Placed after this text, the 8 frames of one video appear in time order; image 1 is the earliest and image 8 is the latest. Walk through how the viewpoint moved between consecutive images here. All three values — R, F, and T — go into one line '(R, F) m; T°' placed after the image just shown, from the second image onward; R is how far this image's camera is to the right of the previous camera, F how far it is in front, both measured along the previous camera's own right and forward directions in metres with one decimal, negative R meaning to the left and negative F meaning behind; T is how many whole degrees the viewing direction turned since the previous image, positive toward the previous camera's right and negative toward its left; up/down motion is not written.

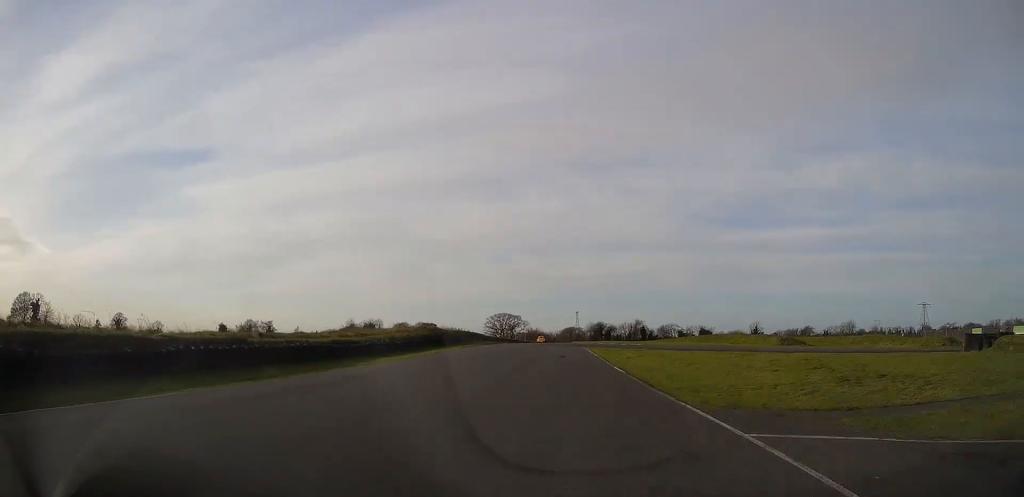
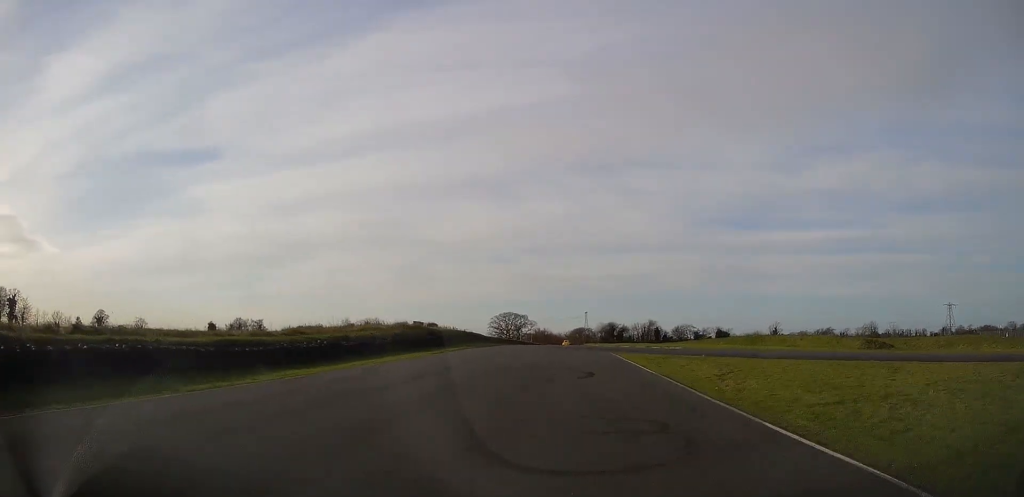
(+0.1, +15.9) m; 0°
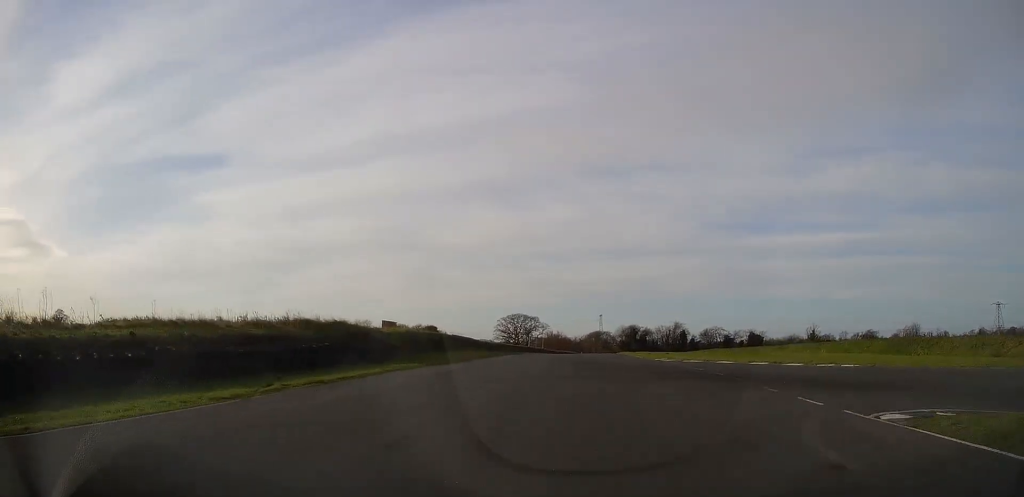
(-0.6, +28.7) m; -2°
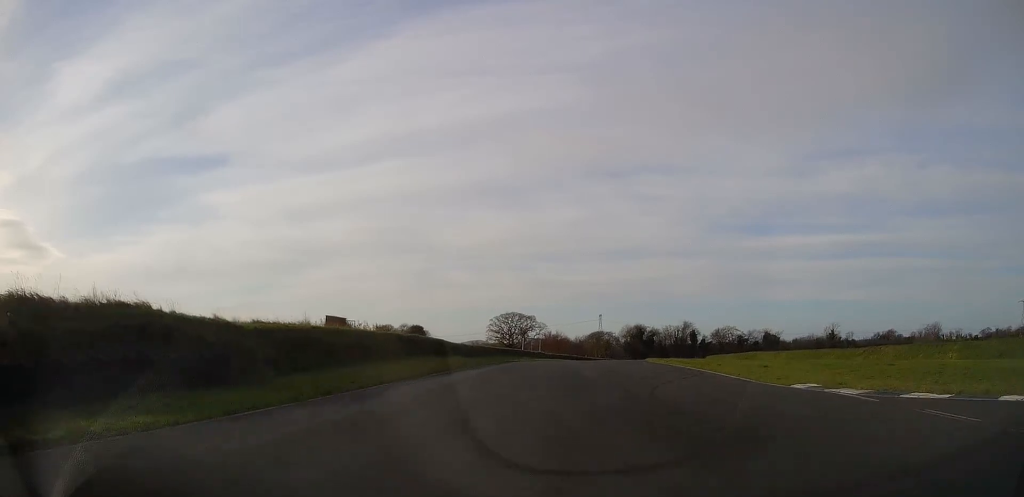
(-0.3, +20.3) m; 0°
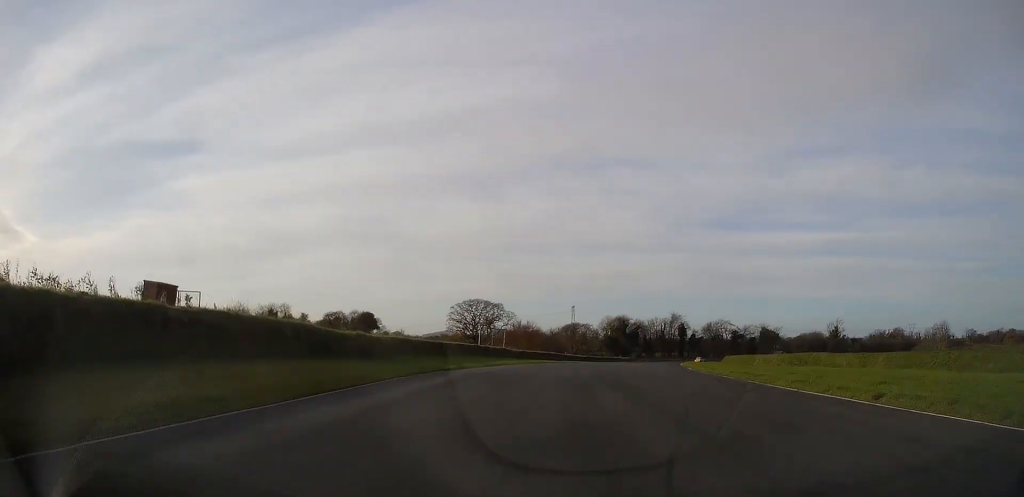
(+0.1, +26.2) m; +2°
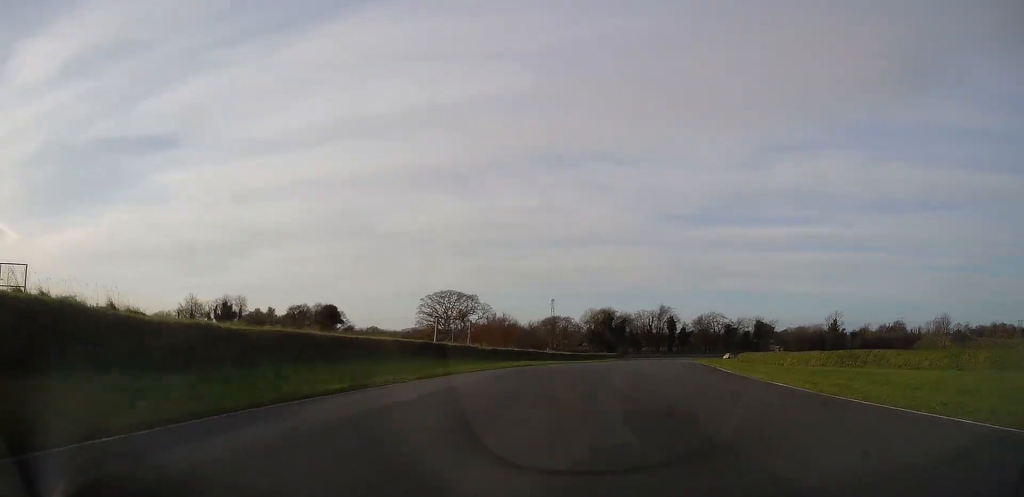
(+0.3, +14.4) m; +3°
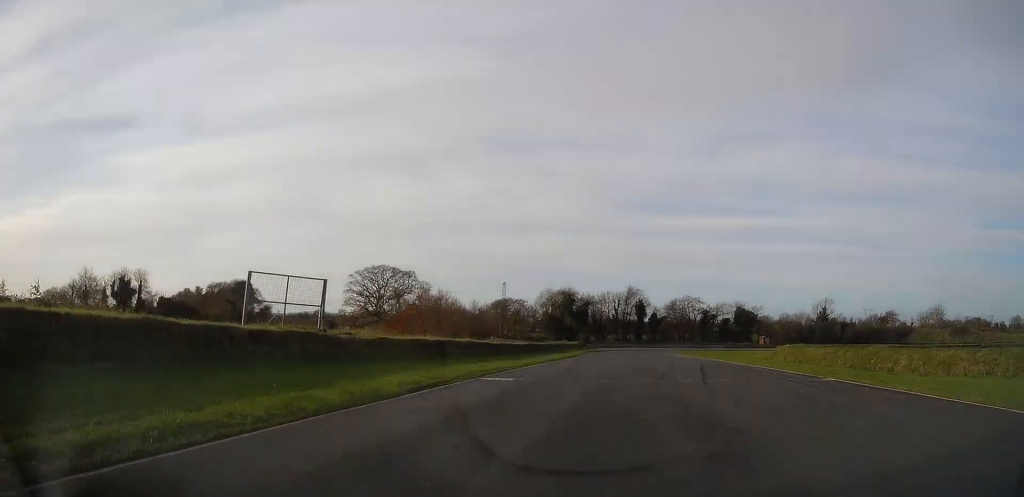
(+0.9, +24.3) m; +5°
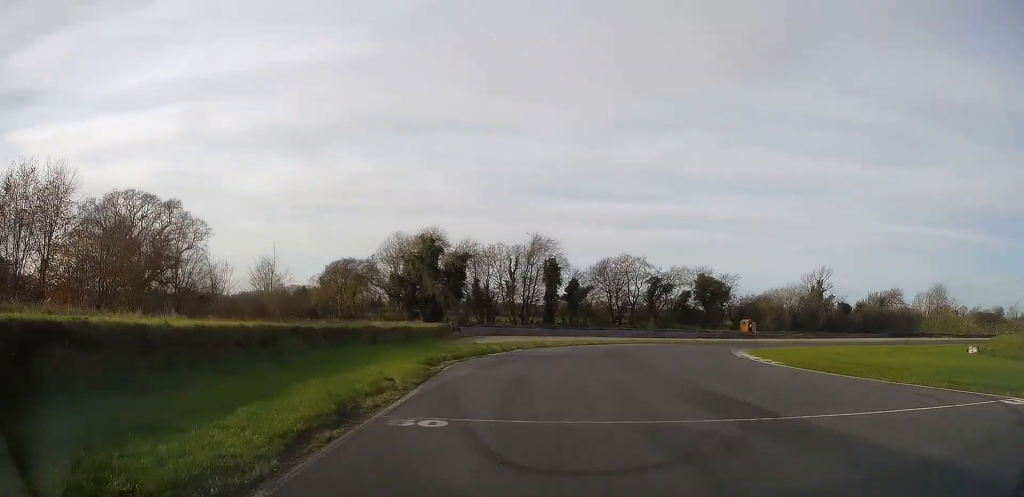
(+6.3, +60.1) m; +14°
